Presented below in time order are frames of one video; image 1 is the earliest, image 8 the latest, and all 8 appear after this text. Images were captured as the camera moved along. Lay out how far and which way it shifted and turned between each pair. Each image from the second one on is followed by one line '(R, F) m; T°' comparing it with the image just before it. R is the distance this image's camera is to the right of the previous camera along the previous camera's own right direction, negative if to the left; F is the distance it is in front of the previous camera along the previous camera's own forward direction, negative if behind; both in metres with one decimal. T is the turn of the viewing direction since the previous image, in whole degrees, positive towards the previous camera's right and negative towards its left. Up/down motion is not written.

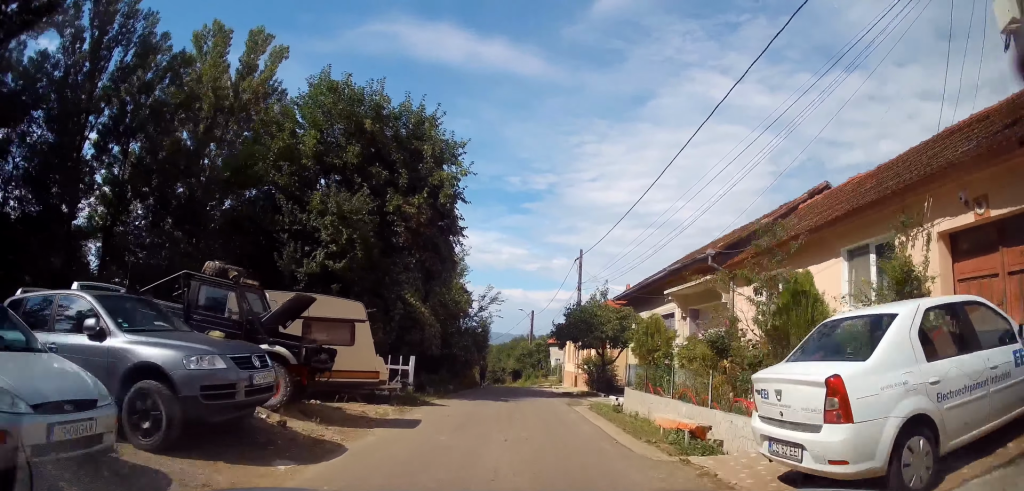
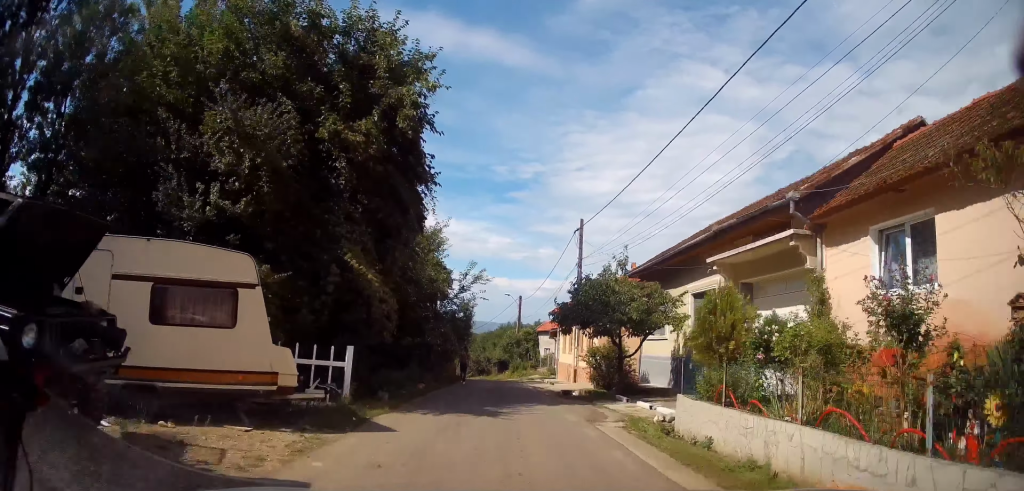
(+0.1, +4.8) m; +2°
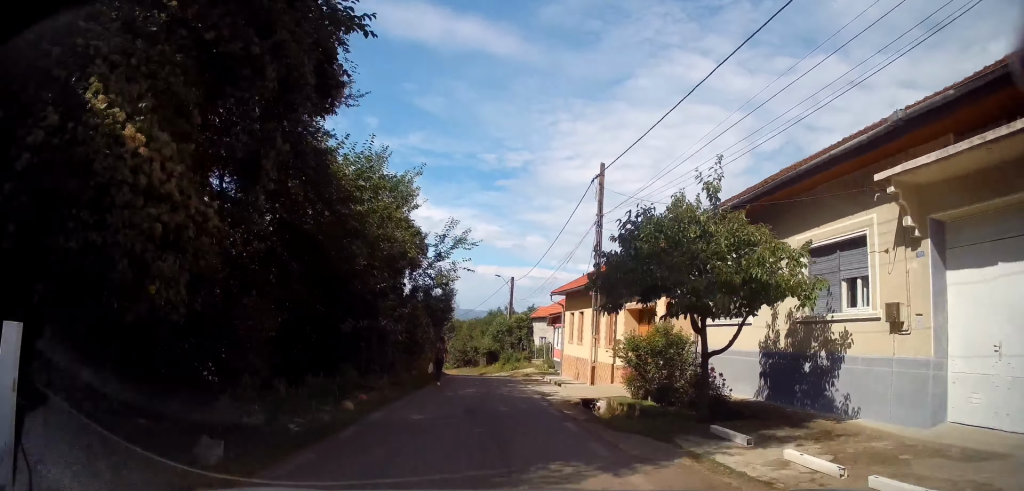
(+0.1, +6.8) m; +1°
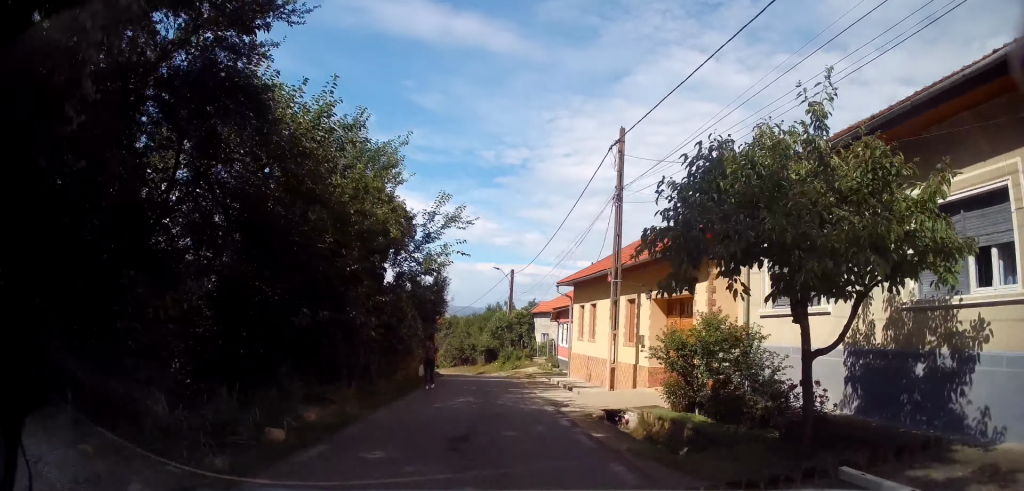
(0.0, +3.1) m; 0°
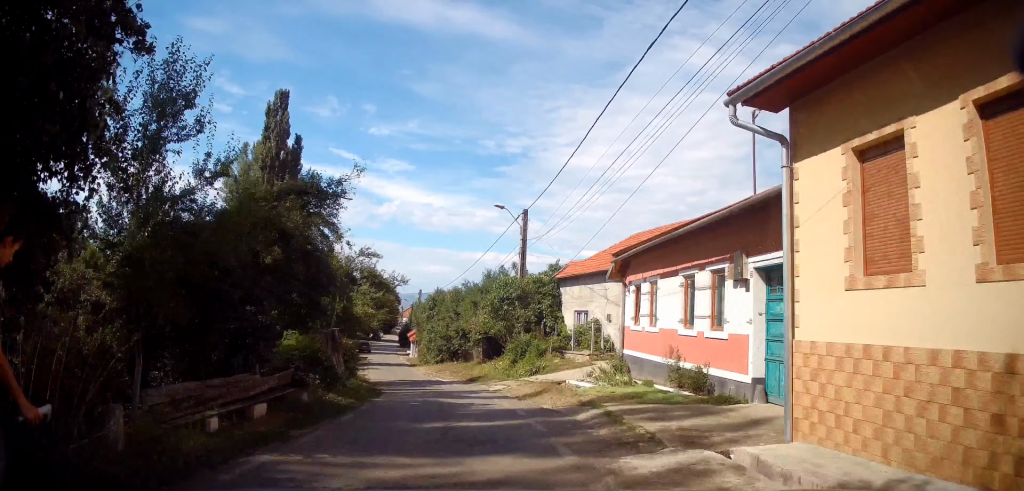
(-0.5, +19.1) m; -3°
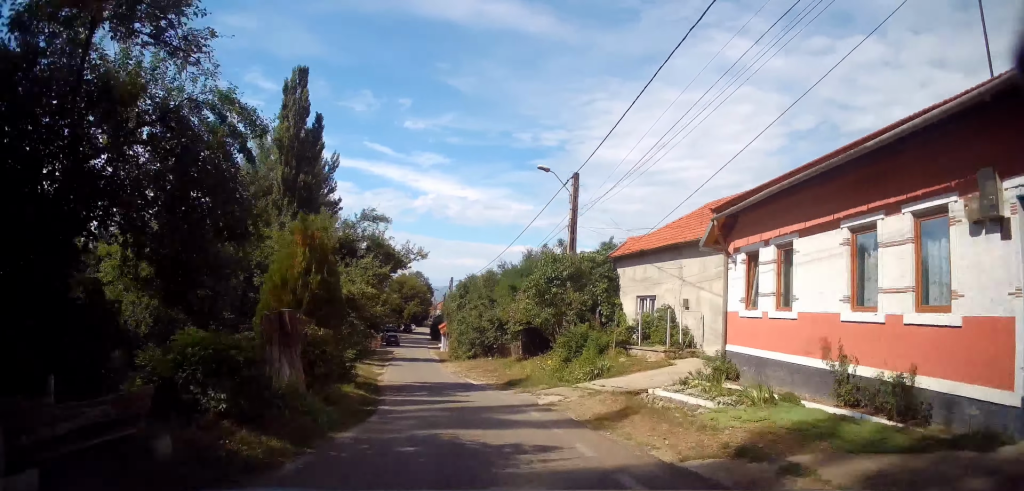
(+0.1, +5.7) m; -2°
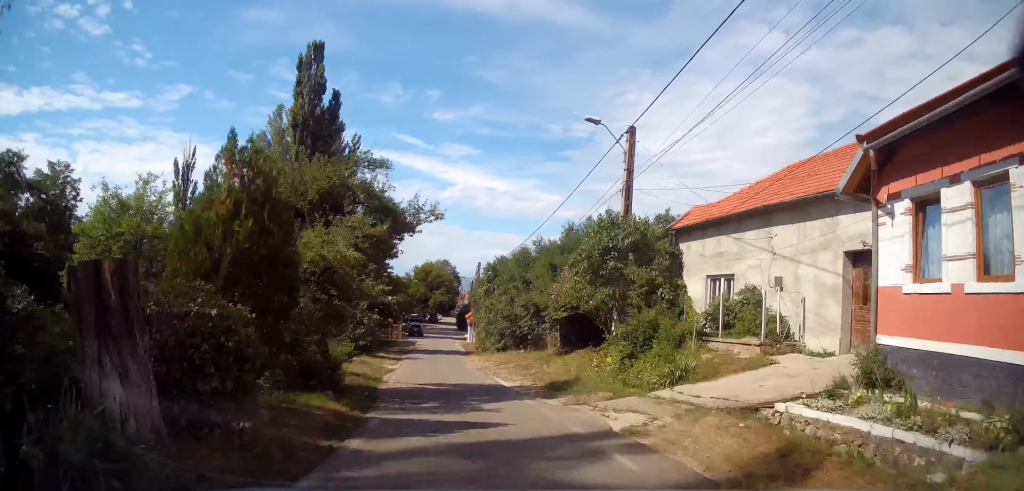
(-0.2, +4.9) m; -4°
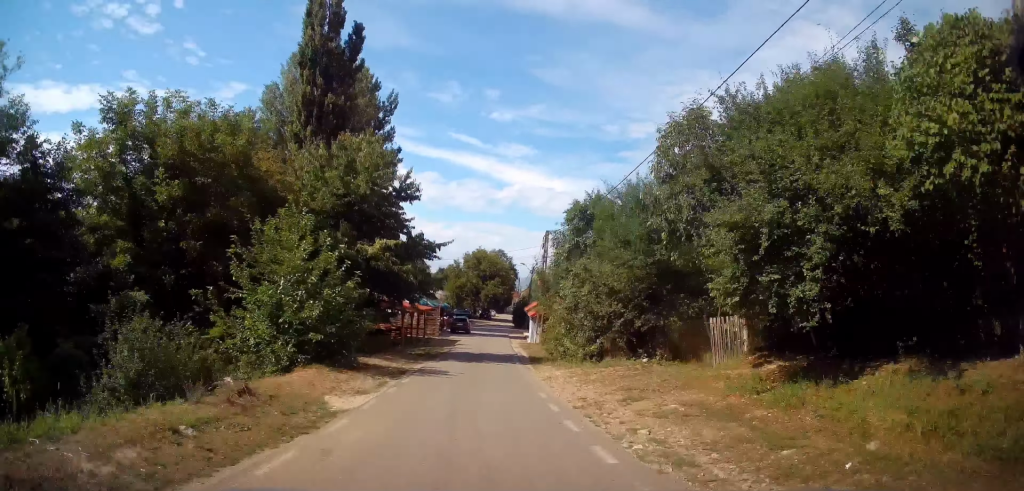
(-1.3, +15.7) m; -8°
